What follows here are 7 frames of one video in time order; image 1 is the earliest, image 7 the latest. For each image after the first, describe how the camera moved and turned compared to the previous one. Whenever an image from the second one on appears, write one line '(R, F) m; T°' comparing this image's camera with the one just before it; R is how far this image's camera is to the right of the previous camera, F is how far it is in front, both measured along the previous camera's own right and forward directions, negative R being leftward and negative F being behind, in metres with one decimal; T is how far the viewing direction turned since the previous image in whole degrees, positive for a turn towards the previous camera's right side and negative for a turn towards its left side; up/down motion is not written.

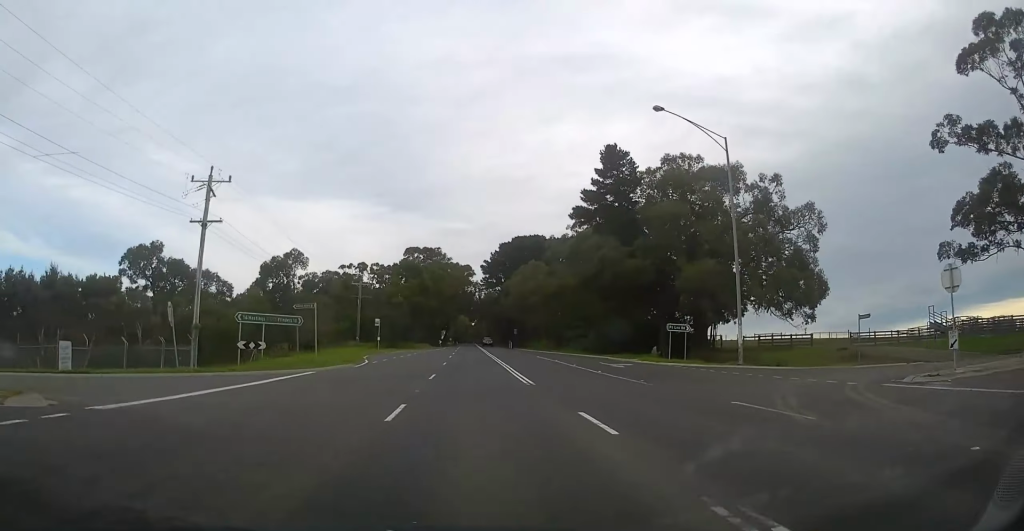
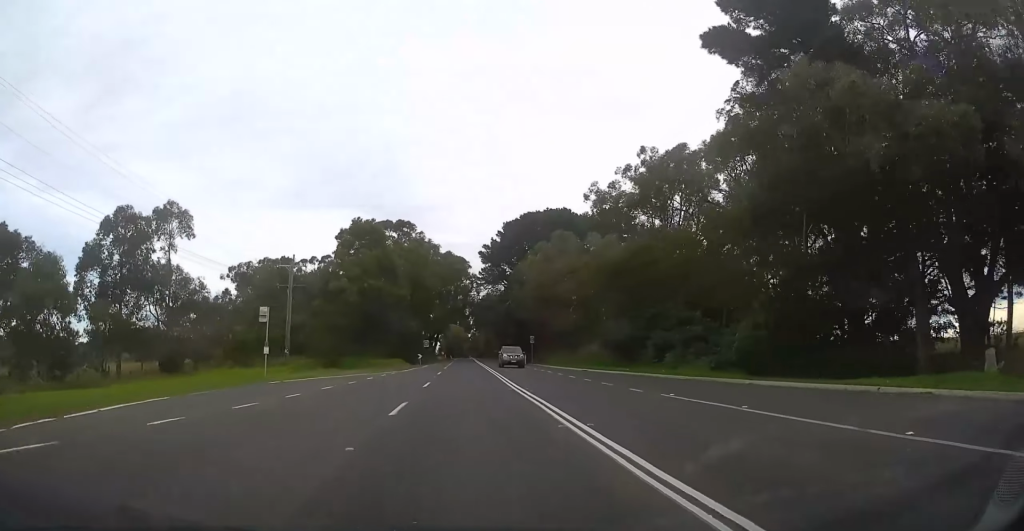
(+0.1, +34.4) m; 0°
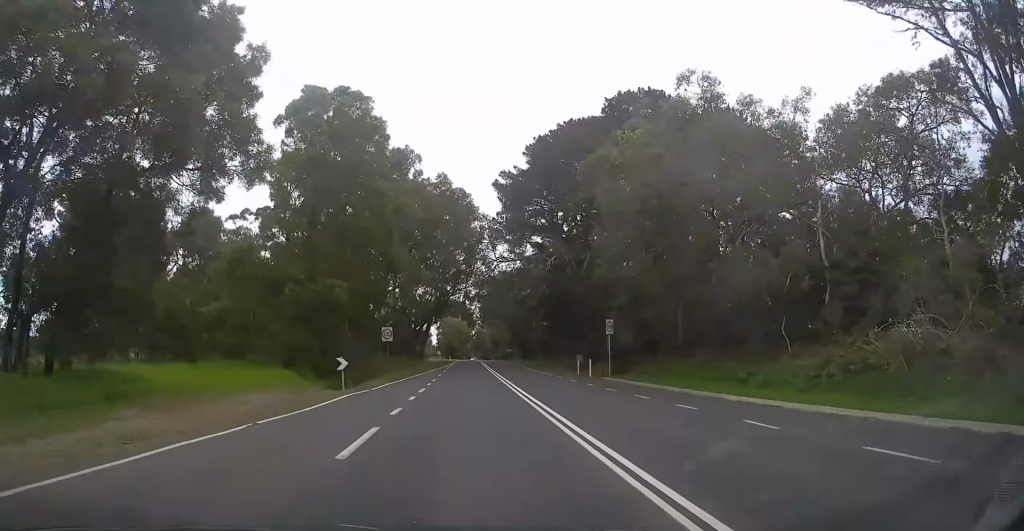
(0.0, +40.9) m; +1°
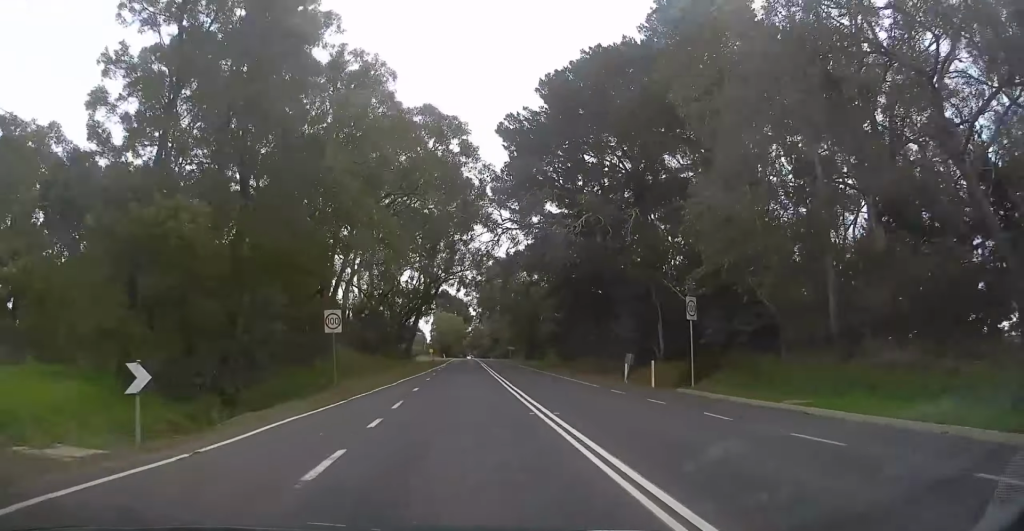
(+0.3, +14.2) m; 0°
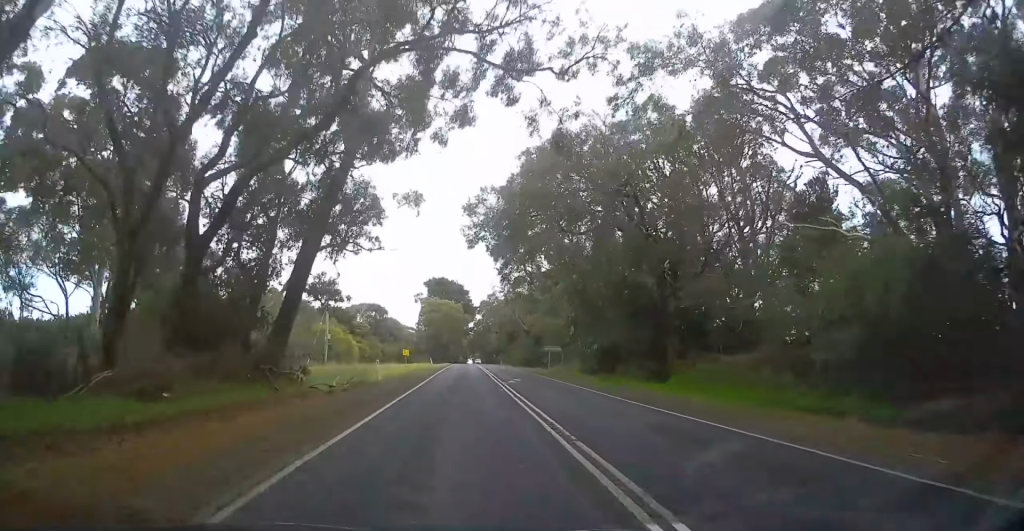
(-0.6, +49.5) m; -1°
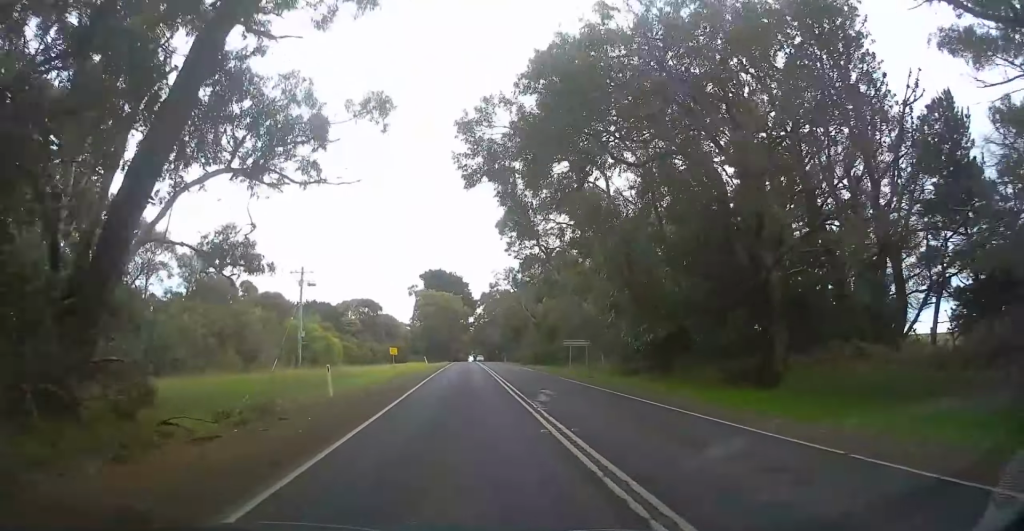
(0.0, +12.0) m; 0°
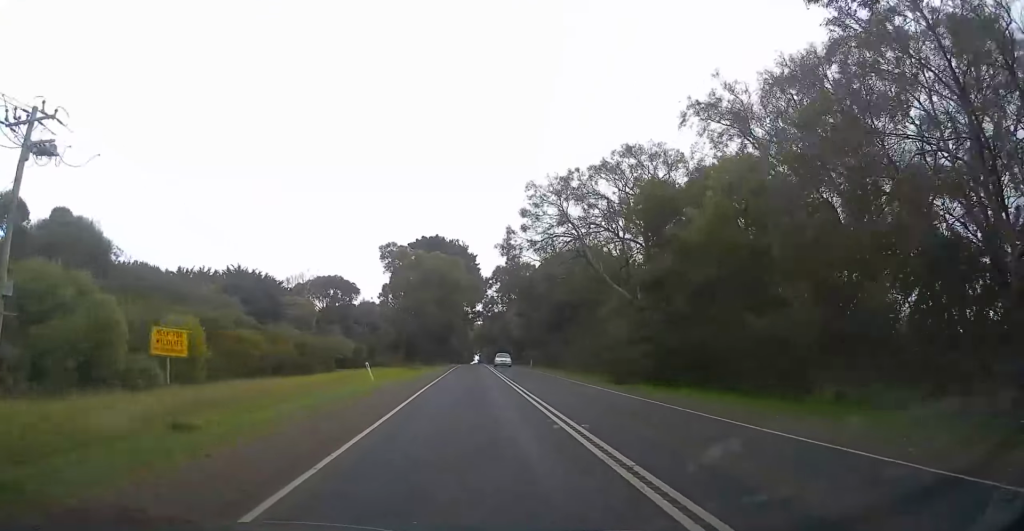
(+0.4, +42.6) m; +1°
